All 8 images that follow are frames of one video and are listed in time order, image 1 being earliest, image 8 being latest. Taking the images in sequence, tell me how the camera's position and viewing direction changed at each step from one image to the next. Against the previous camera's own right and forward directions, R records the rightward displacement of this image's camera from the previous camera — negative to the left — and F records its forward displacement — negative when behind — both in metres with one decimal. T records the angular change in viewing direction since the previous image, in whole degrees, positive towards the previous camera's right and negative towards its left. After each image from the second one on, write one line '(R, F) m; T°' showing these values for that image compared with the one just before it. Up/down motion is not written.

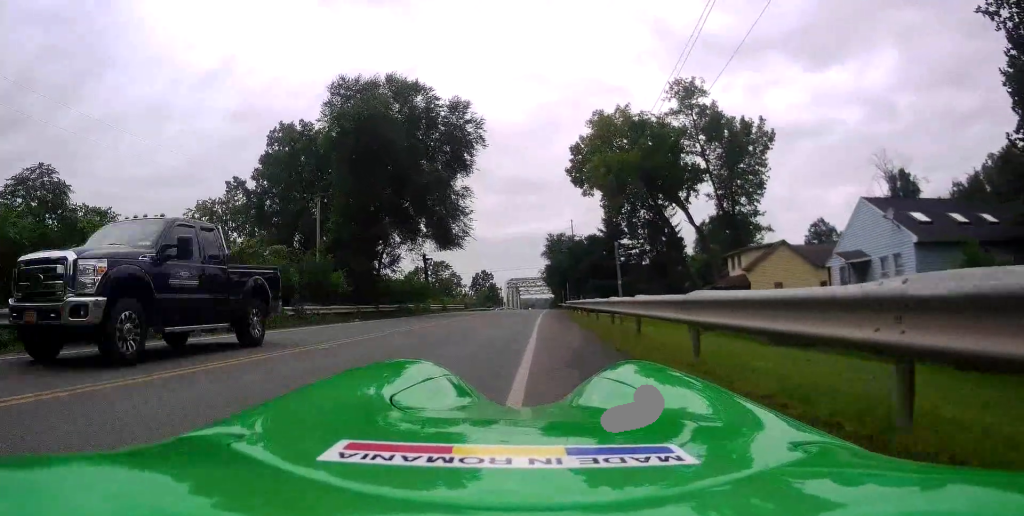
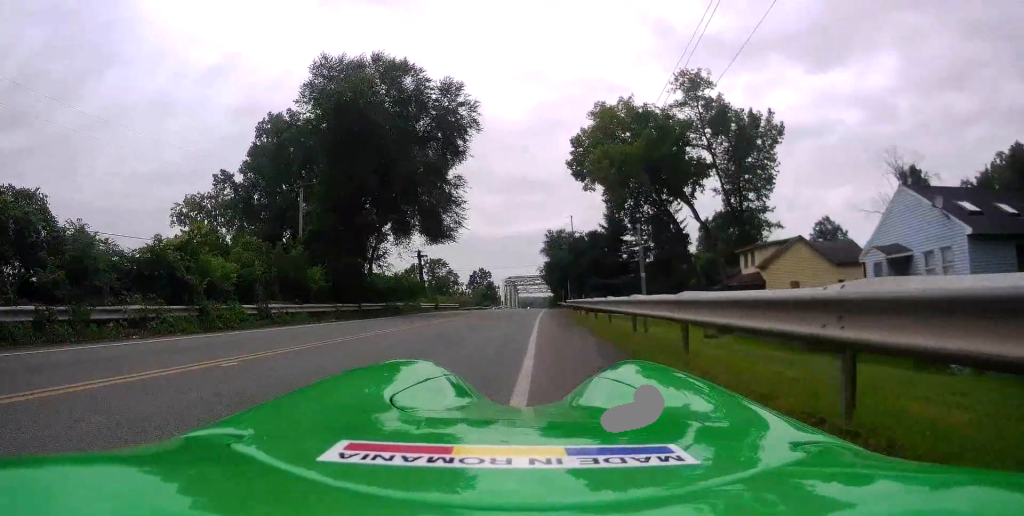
(-0.4, +3.2) m; 0°
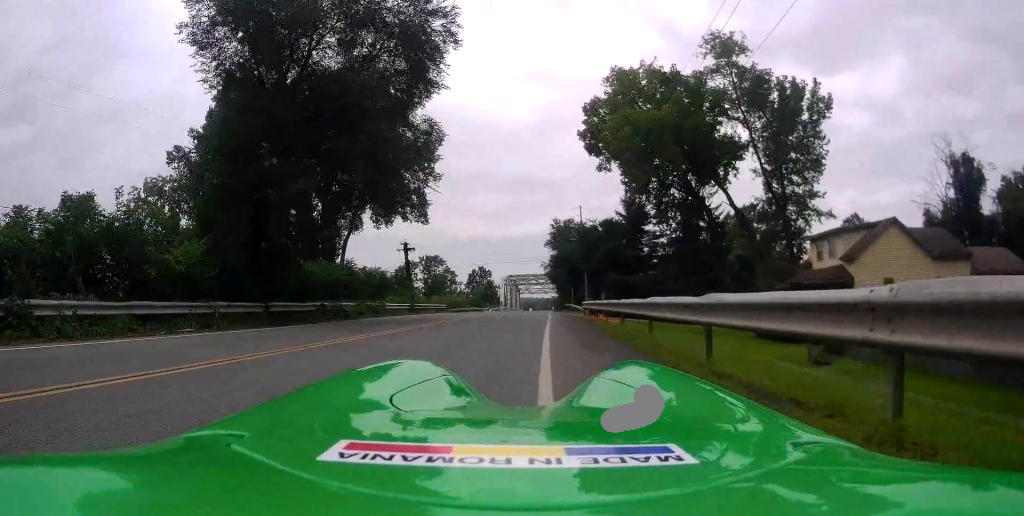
(+0.6, +12.1) m; 0°
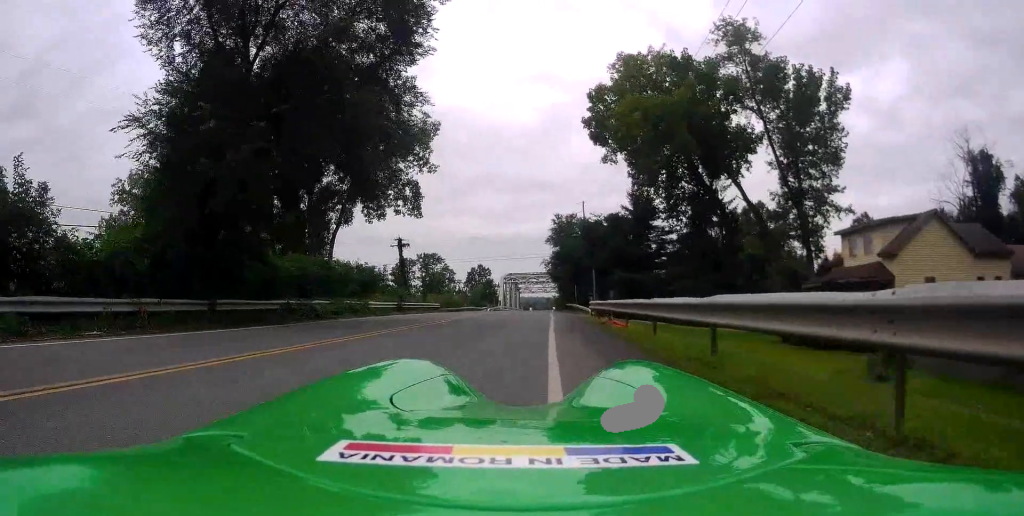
(-0.1, +3.7) m; +2°
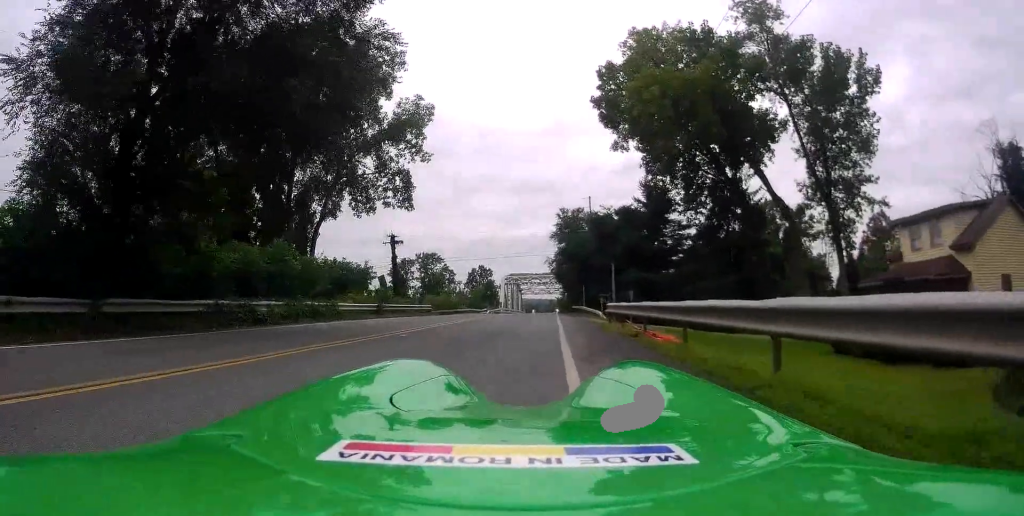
(+0.3, +5.6) m; +1°
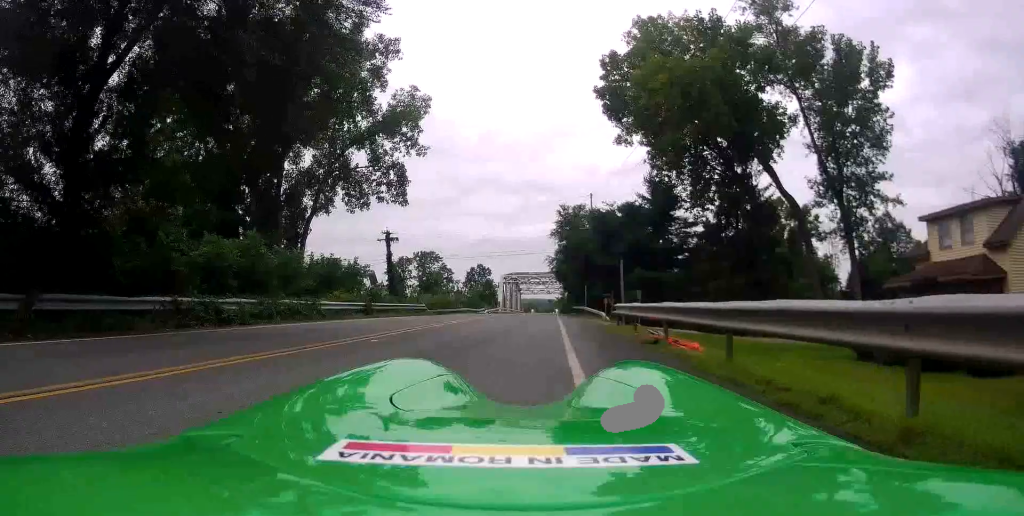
(0.0, +2.1) m; -1°
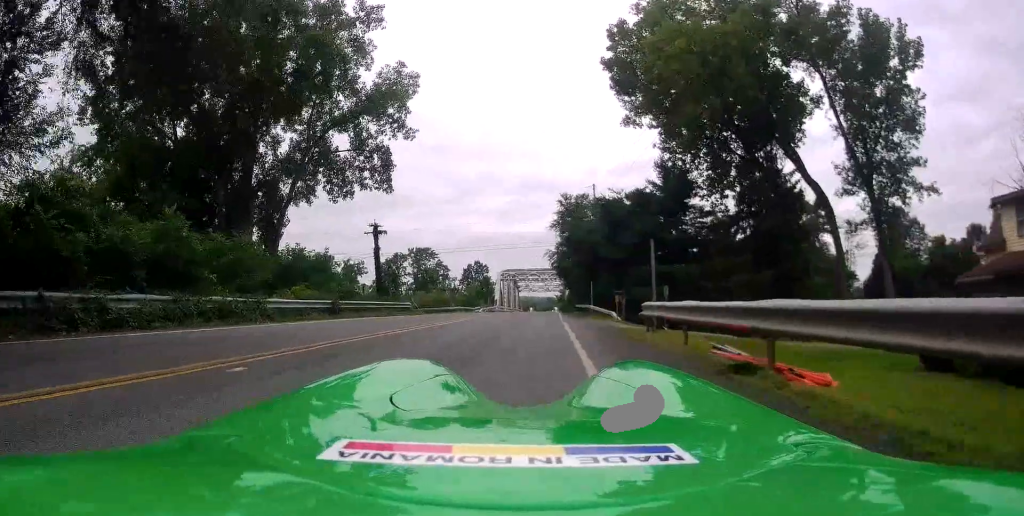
(-0.2, +4.9) m; -2°
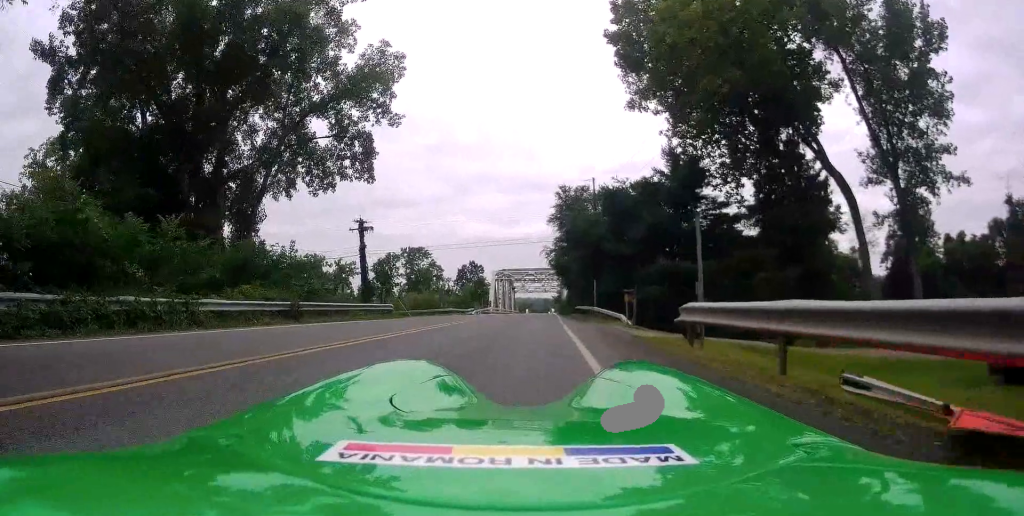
(0.0, +4.0) m; +3°
